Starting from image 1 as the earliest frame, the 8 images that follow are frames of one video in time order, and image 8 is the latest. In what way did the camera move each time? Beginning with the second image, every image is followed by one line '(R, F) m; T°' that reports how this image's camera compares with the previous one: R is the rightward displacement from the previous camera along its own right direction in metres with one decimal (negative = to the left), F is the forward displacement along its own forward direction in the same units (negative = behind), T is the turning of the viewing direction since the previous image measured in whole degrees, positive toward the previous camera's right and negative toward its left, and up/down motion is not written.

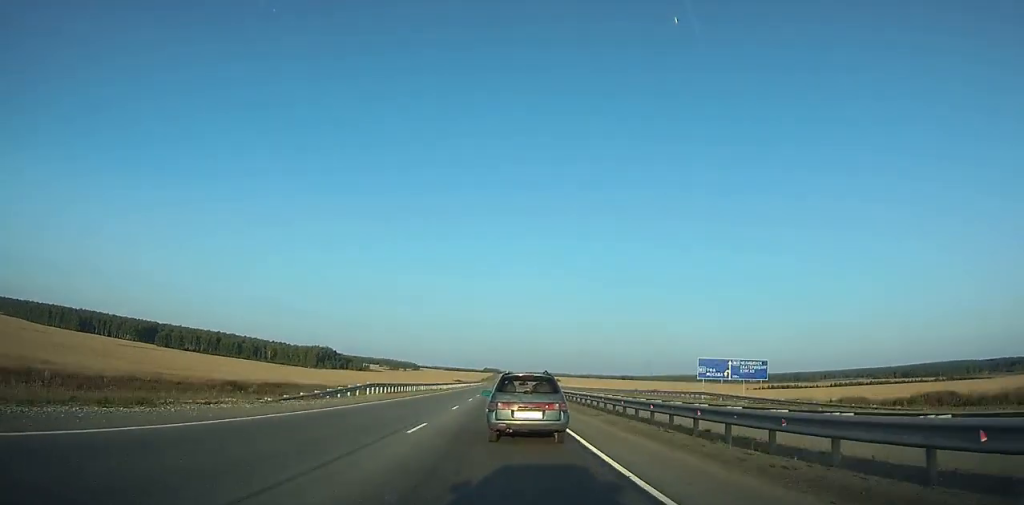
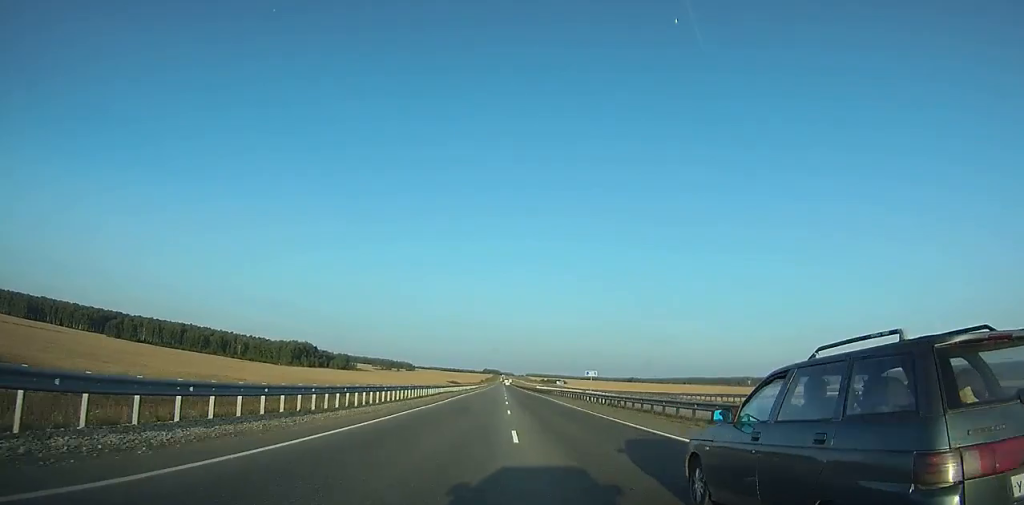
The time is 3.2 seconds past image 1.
(-0.4, +86.3) m; 0°
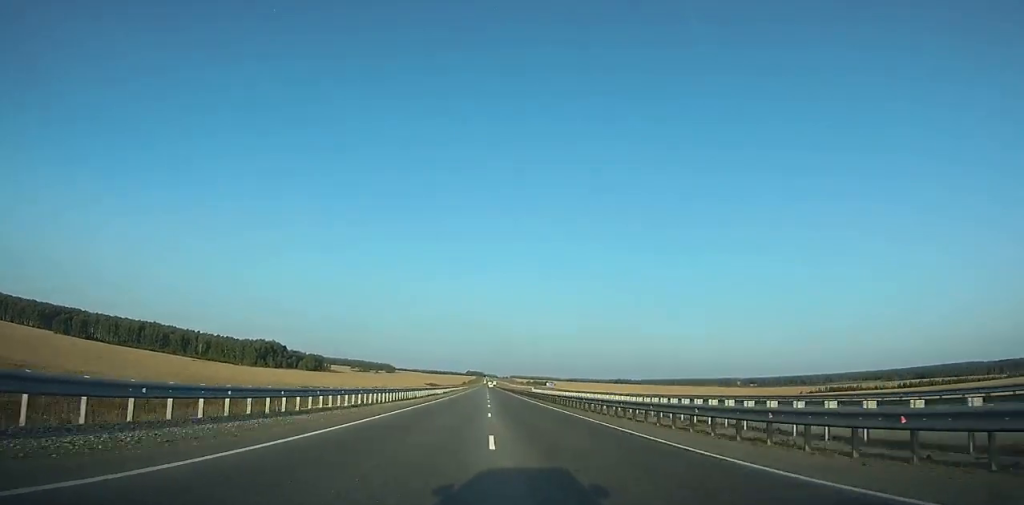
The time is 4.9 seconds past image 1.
(0.0, +48.3) m; 0°
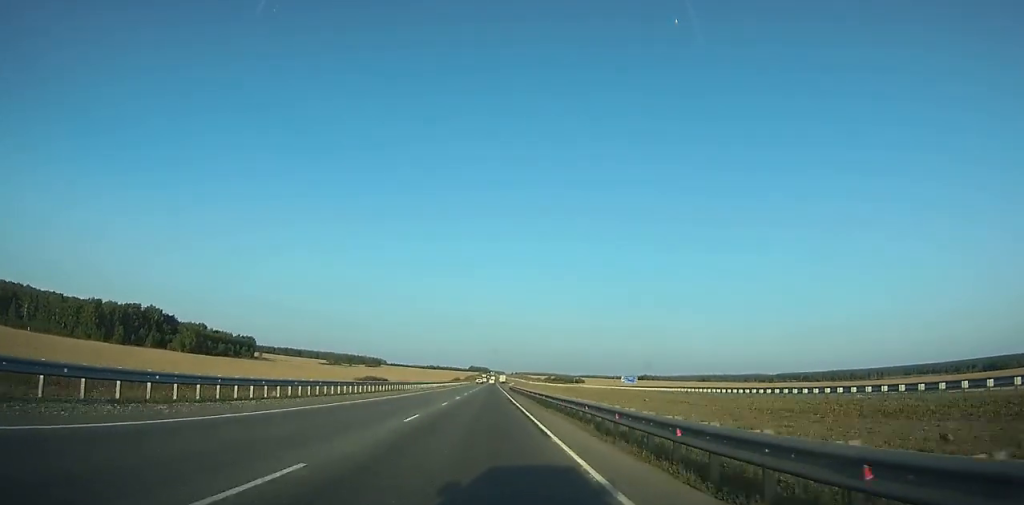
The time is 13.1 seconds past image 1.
(+1.3, +236.7) m; 0°
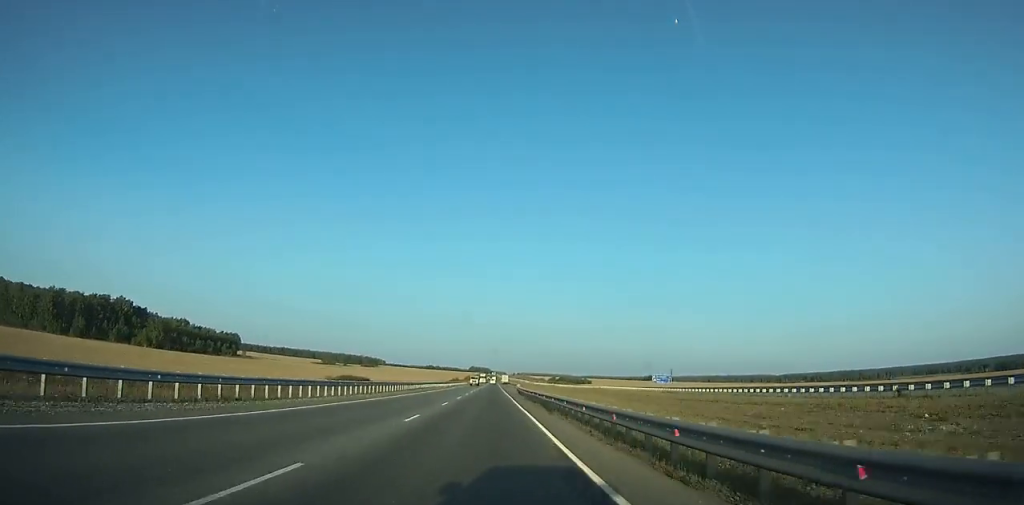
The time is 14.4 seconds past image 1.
(0.0, +36.1) m; 0°
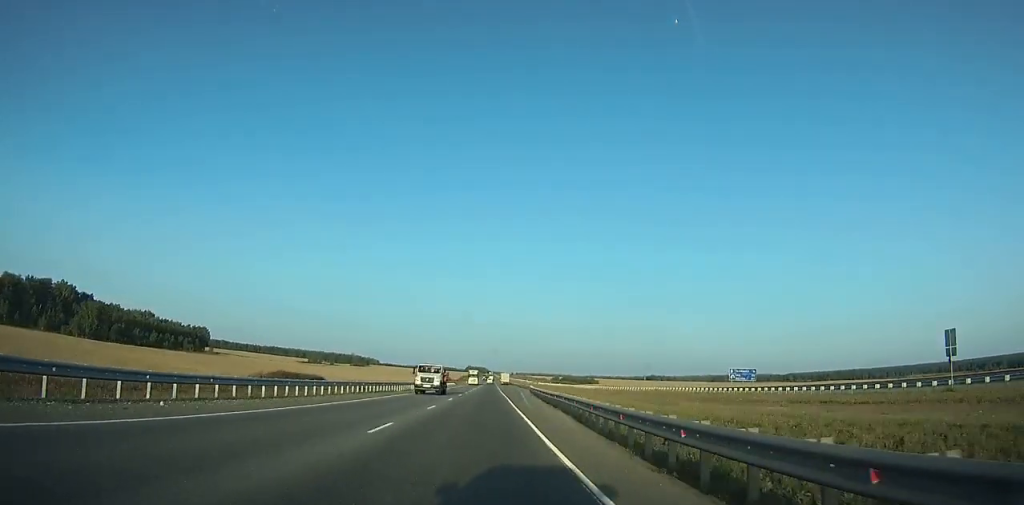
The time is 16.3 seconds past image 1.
(+0.1, +52.6) m; 0°
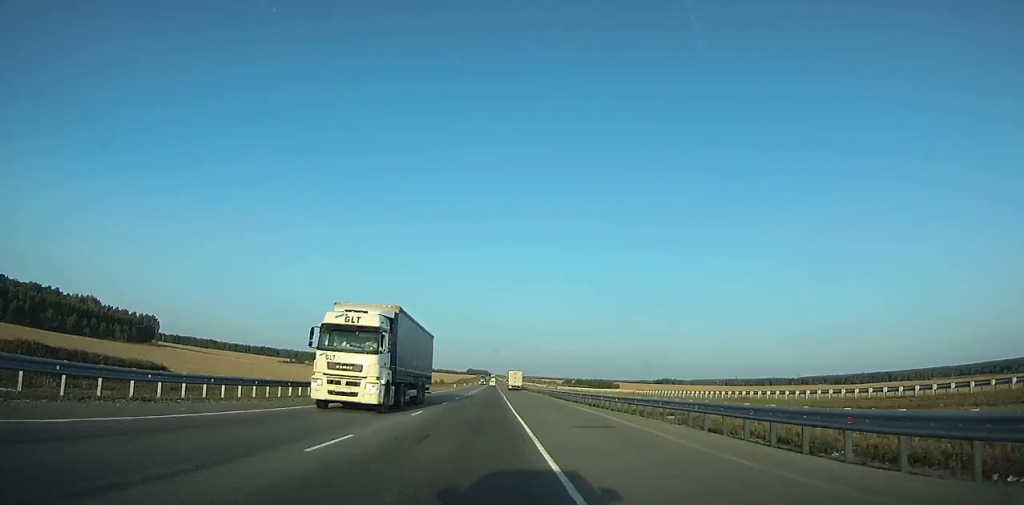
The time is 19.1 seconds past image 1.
(-0.2, +75.7) m; 0°
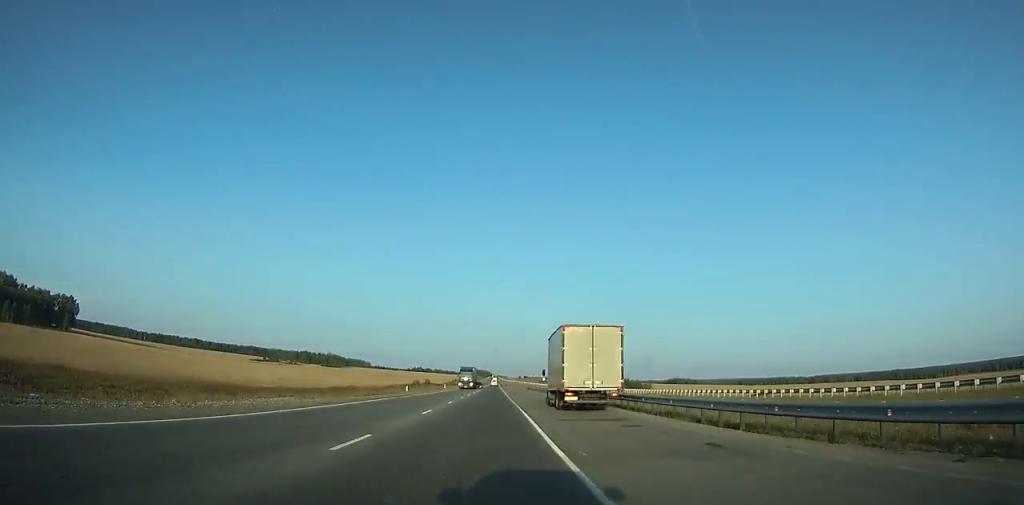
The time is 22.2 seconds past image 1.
(-0.3, +82.2) m; 0°
